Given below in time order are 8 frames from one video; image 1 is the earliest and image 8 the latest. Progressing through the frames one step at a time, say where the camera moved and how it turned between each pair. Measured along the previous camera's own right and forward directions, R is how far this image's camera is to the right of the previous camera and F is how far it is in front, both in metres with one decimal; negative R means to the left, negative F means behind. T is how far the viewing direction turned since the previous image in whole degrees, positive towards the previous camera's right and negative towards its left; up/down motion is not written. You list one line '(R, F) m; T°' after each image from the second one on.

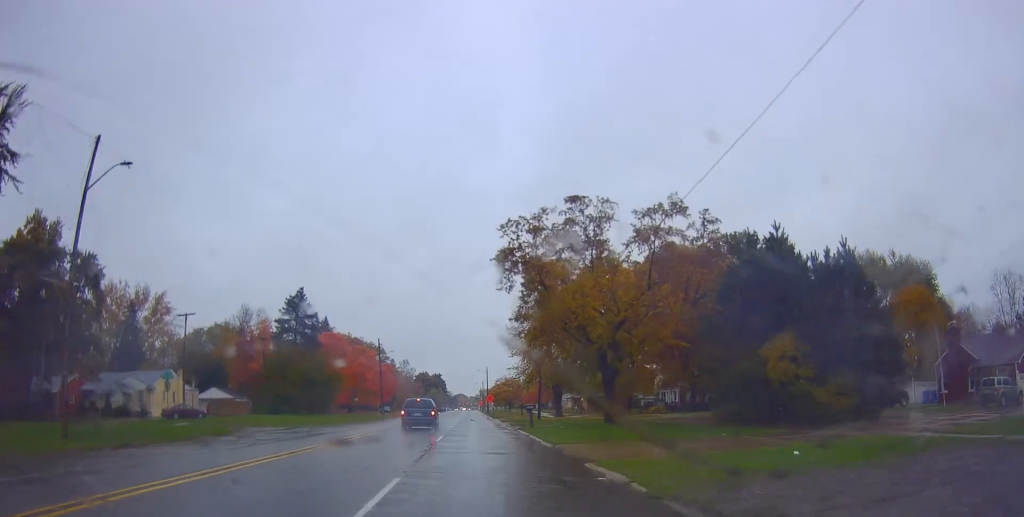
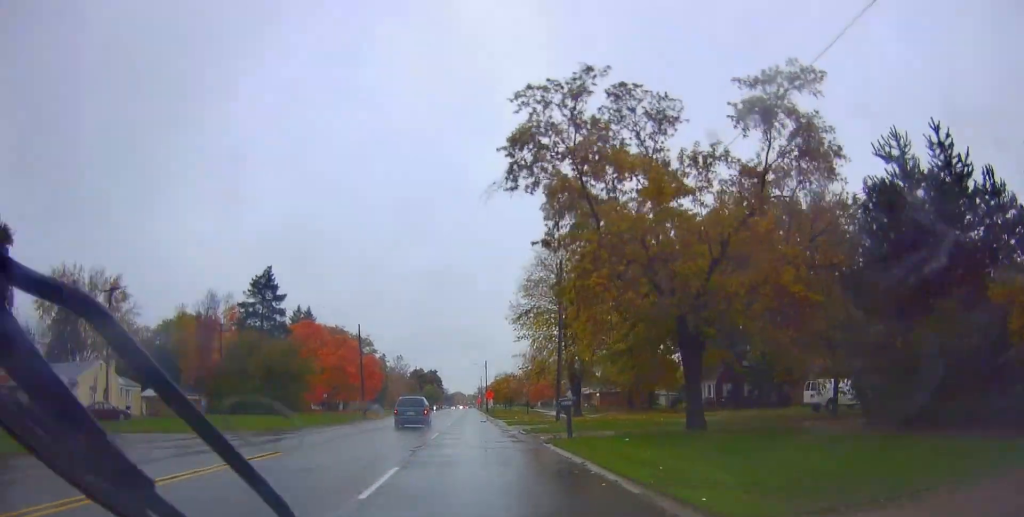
(0.0, +15.7) m; +2°
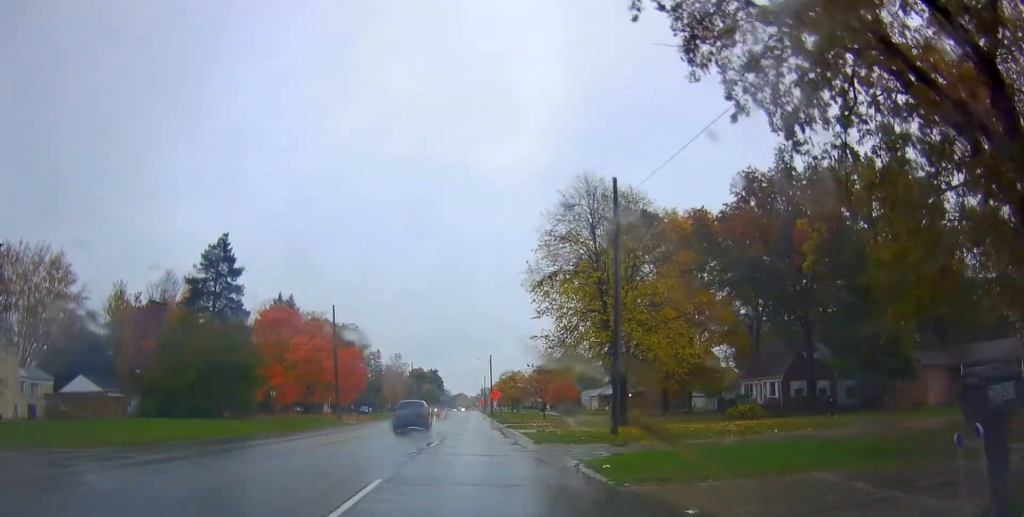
(+0.8, +19.1) m; 0°
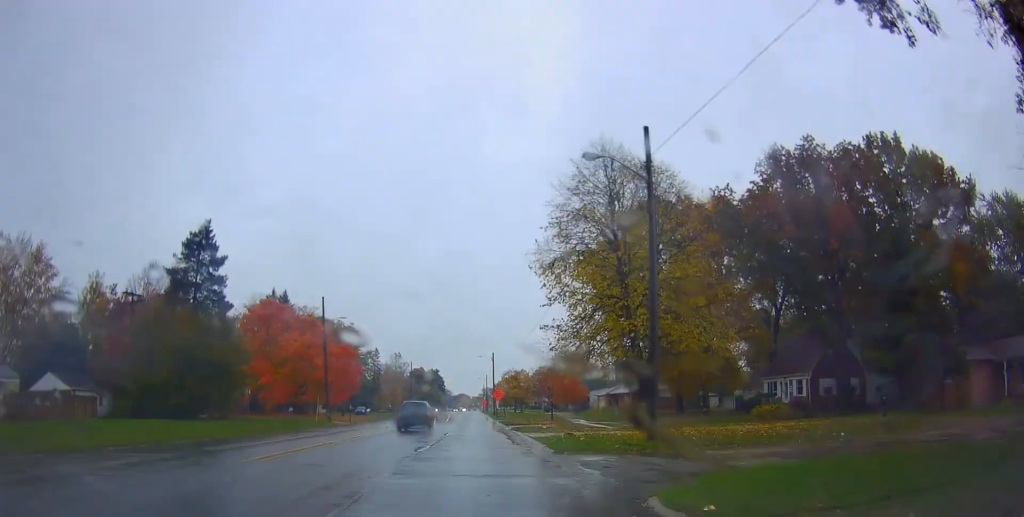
(-0.1, +5.9) m; -1°
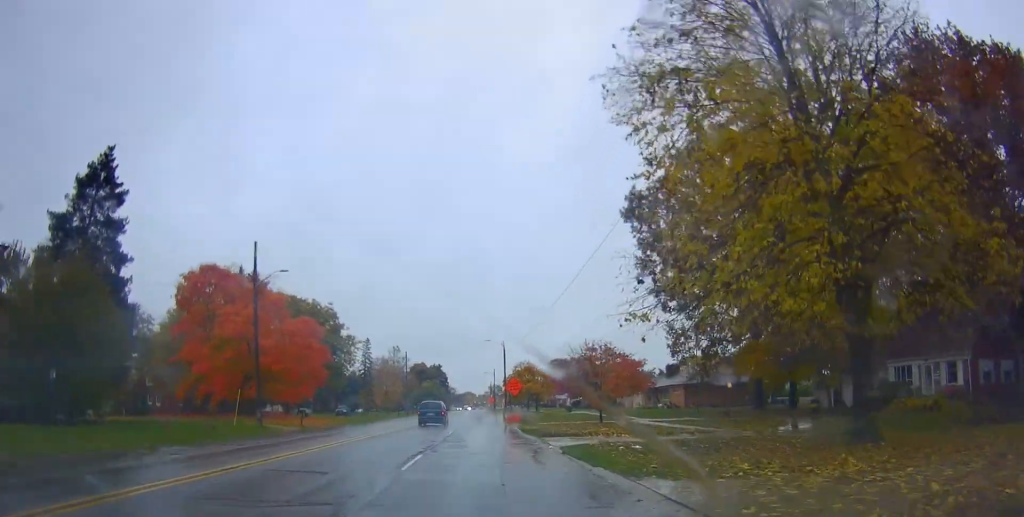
(-0.7, +21.8) m; 0°
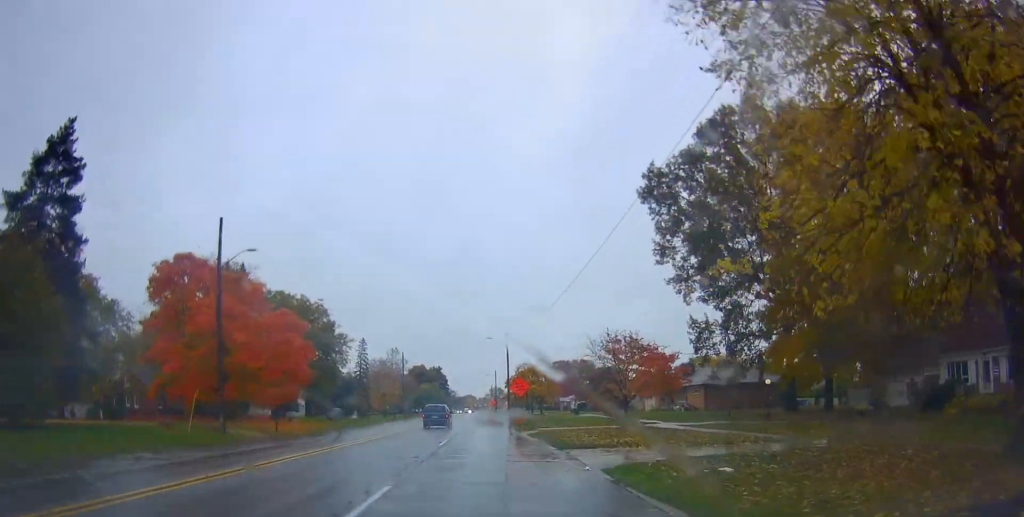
(0.0, +6.1) m; 0°
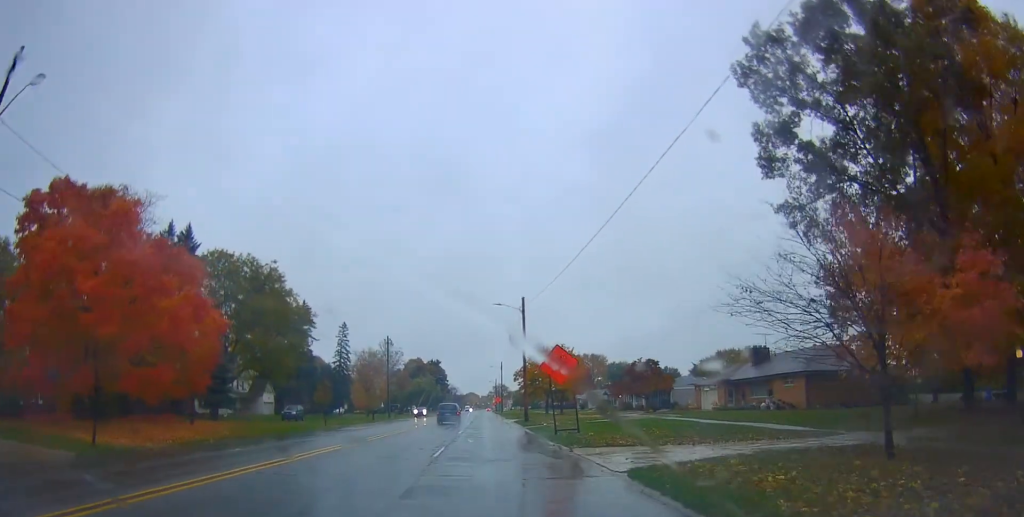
(0.0, +20.4) m; 0°
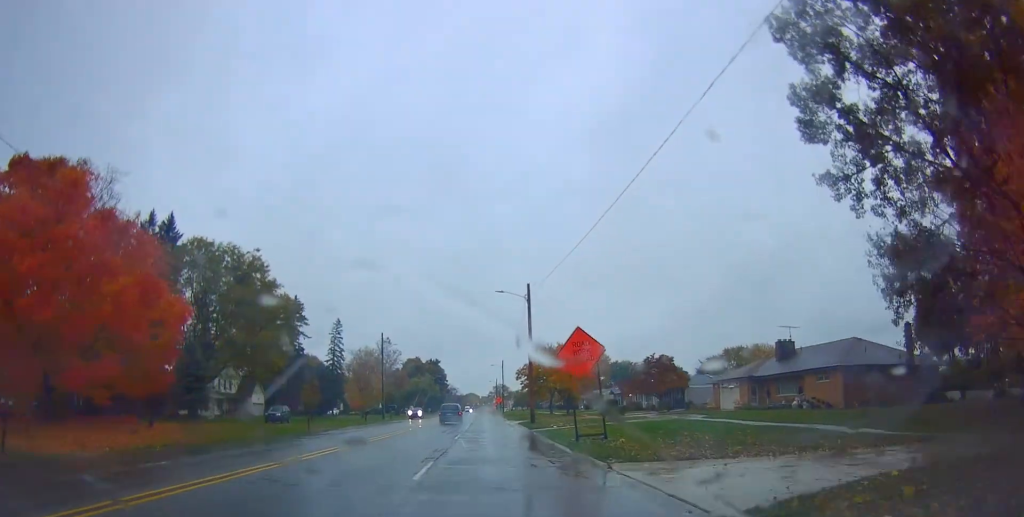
(0.0, +4.9) m; -1°
